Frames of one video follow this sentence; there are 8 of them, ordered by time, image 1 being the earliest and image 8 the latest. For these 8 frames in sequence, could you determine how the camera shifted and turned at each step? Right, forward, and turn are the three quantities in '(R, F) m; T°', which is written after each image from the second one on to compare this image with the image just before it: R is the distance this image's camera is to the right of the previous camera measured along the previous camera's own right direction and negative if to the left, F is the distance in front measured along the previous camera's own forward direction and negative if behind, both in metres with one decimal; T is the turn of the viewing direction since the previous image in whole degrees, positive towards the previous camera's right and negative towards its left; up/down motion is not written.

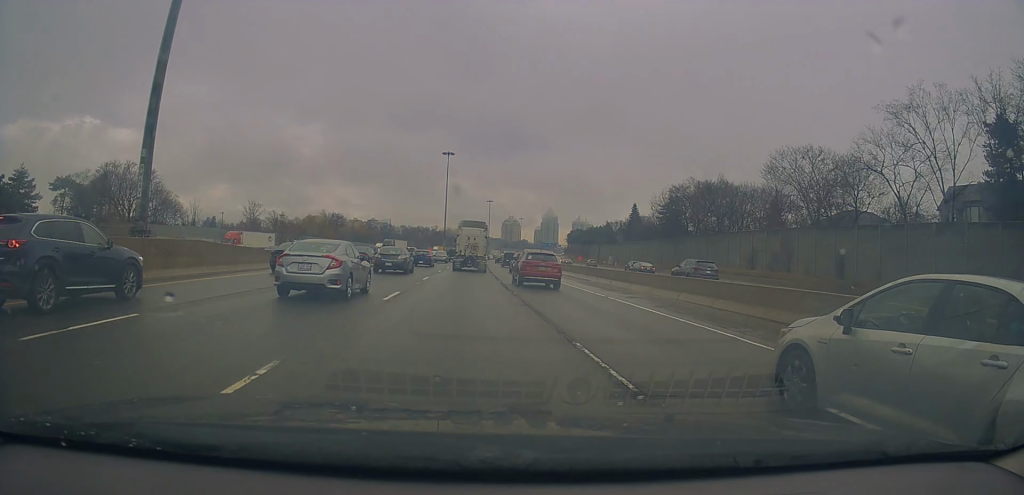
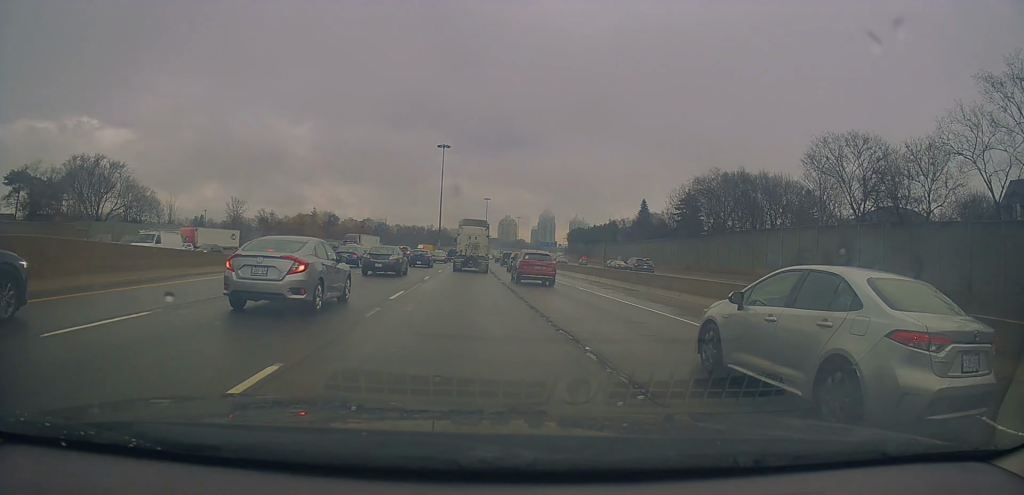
(-0.5, +11.7) m; -4°
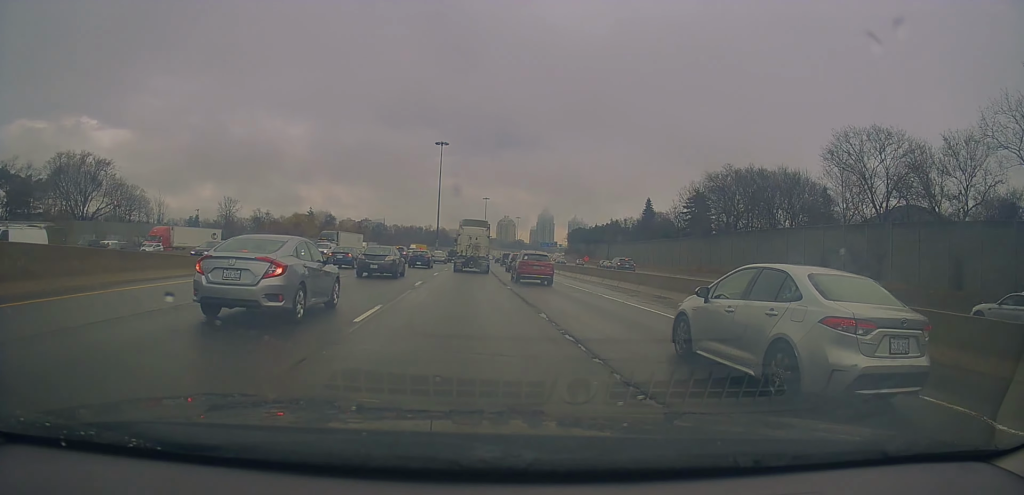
(-0.1, +4.7) m; 0°
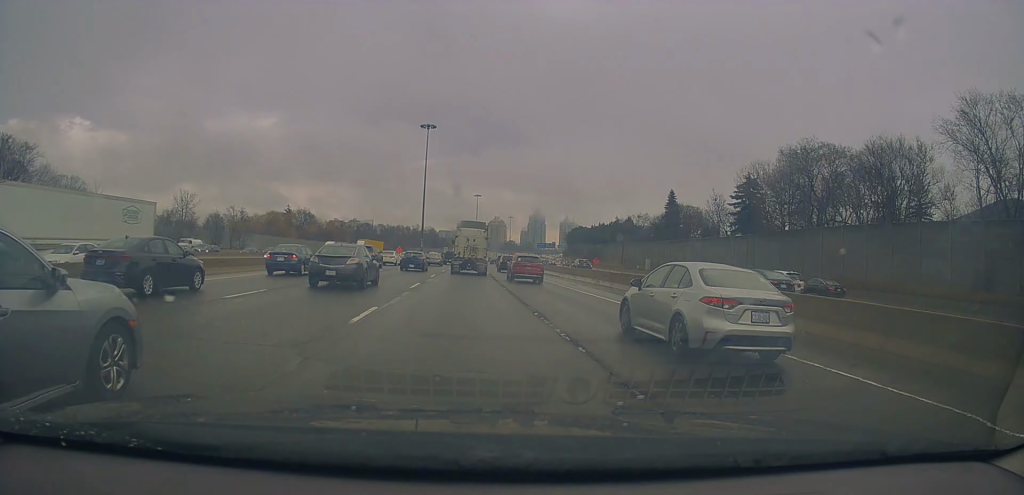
(+1.1, +22.5) m; +4°
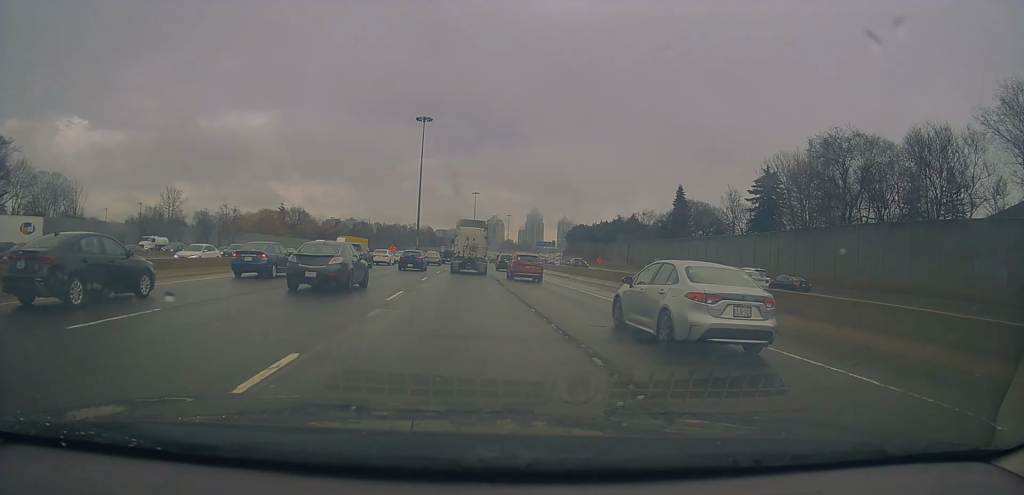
(0.0, +5.7) m; 0°
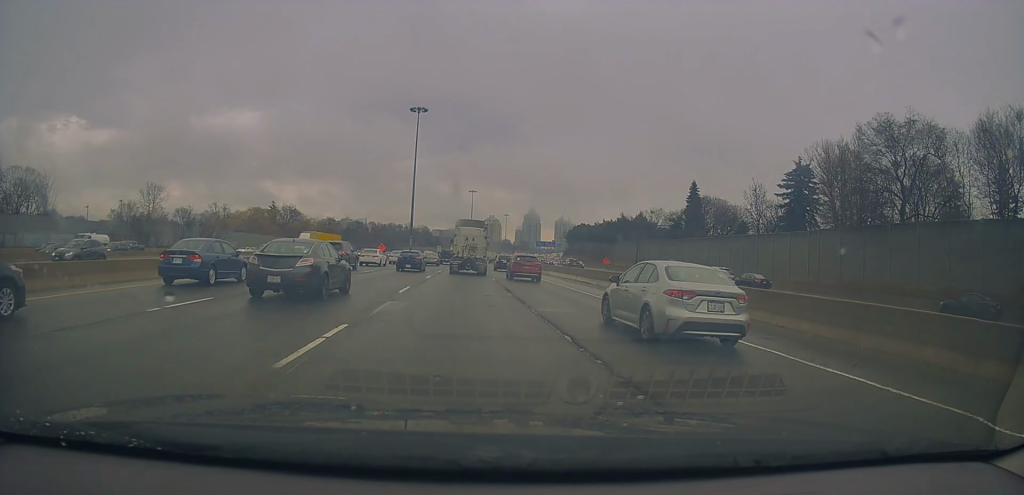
(-0.2, +8.7) m; 0°
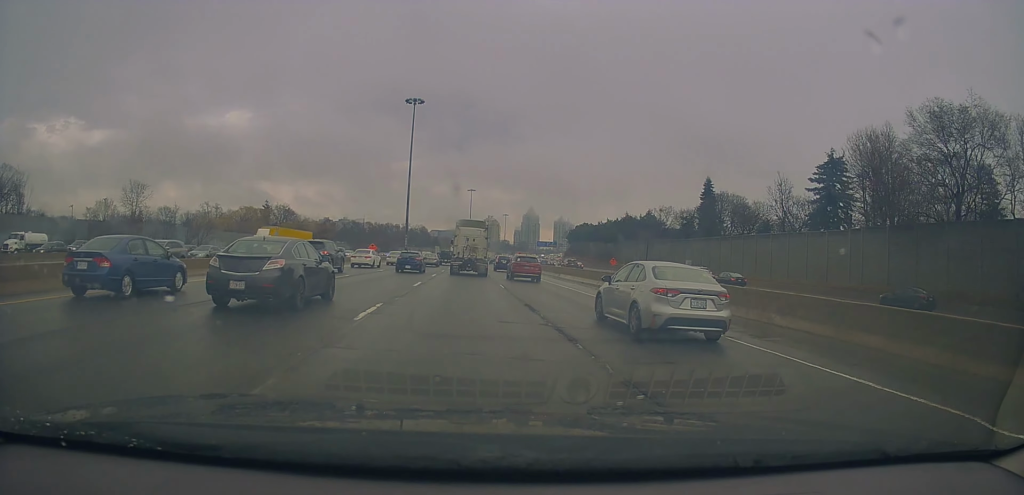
(+0.3, +7.3) m; 0°
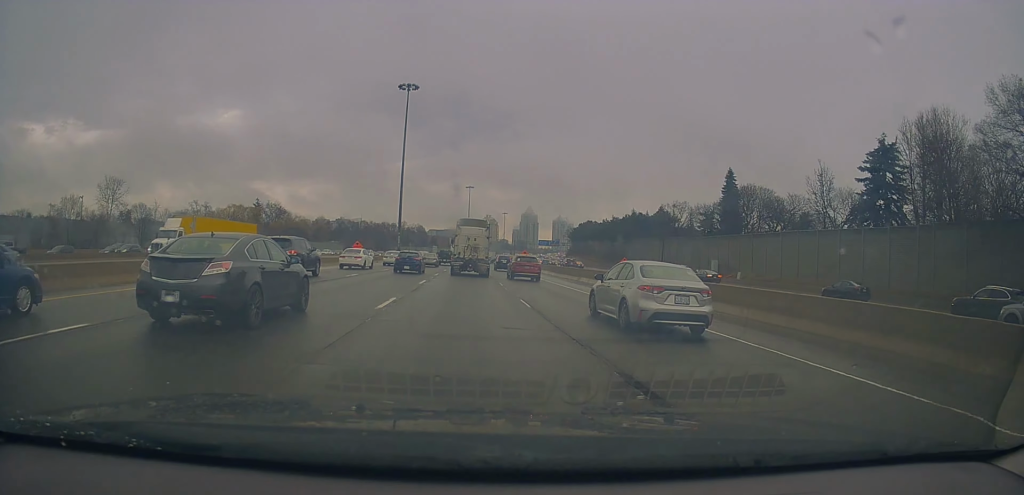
(-0.1, +9.3) m; 0°
